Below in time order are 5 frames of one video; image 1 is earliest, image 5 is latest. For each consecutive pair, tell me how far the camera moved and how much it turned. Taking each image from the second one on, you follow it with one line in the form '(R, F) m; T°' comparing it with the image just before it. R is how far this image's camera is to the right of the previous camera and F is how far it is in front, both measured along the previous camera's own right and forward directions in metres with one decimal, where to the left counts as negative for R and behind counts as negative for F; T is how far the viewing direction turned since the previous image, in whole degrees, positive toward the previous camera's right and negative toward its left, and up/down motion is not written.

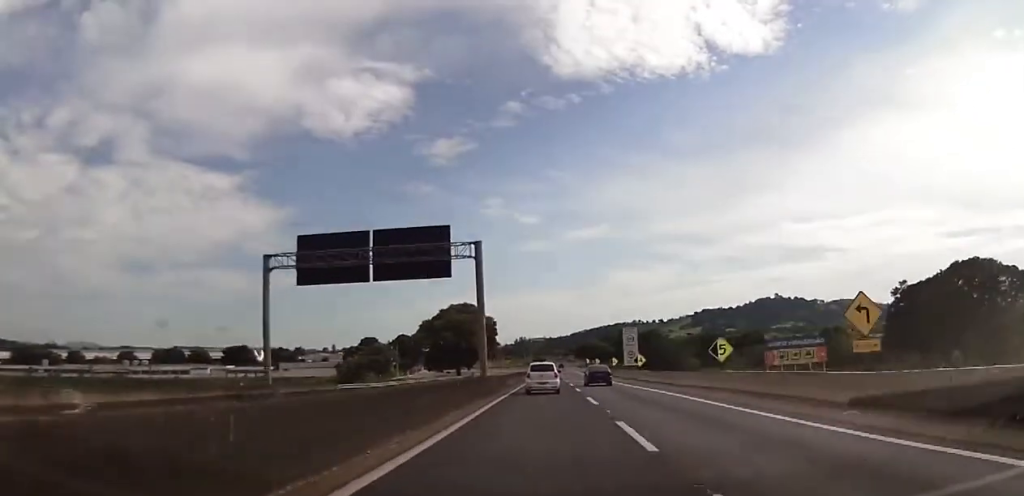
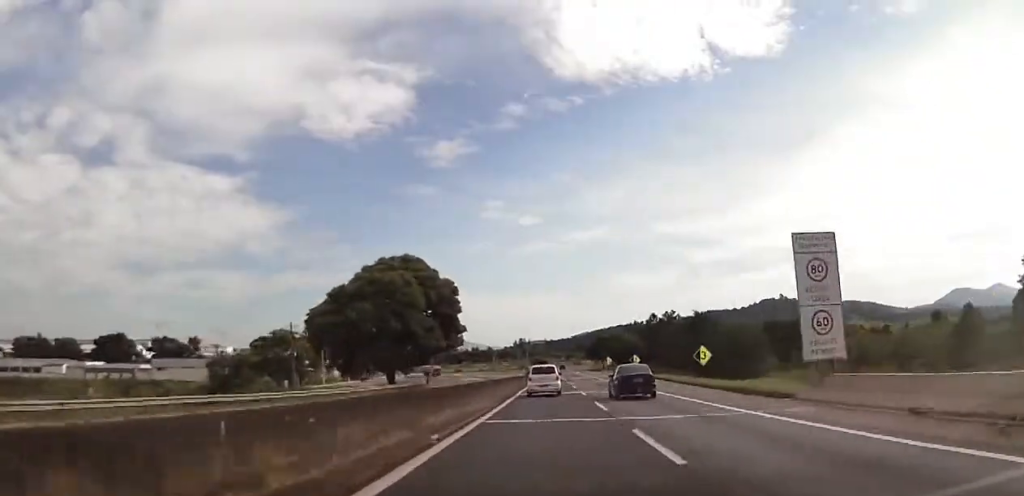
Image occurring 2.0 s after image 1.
(-0.7, +66.8) m; -1°
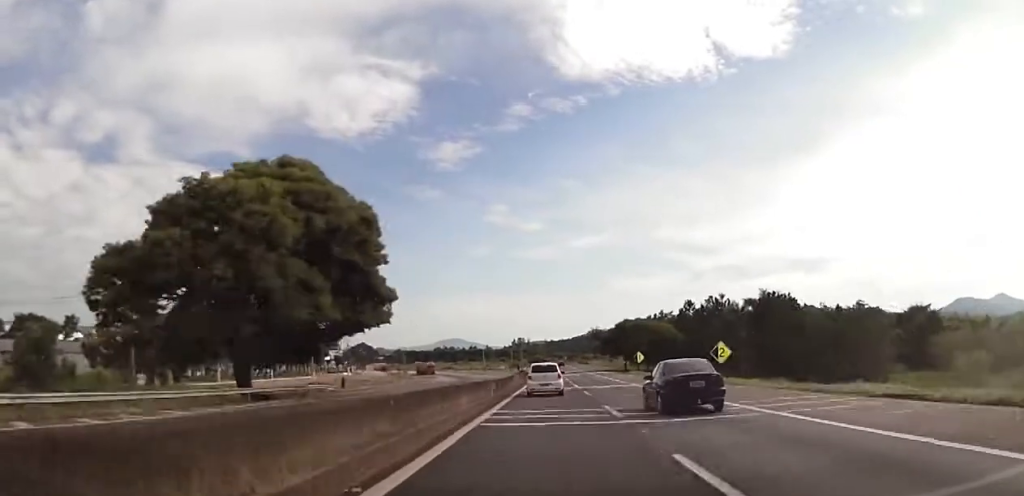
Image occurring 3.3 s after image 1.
(+0.4, +43.7) m; +1°
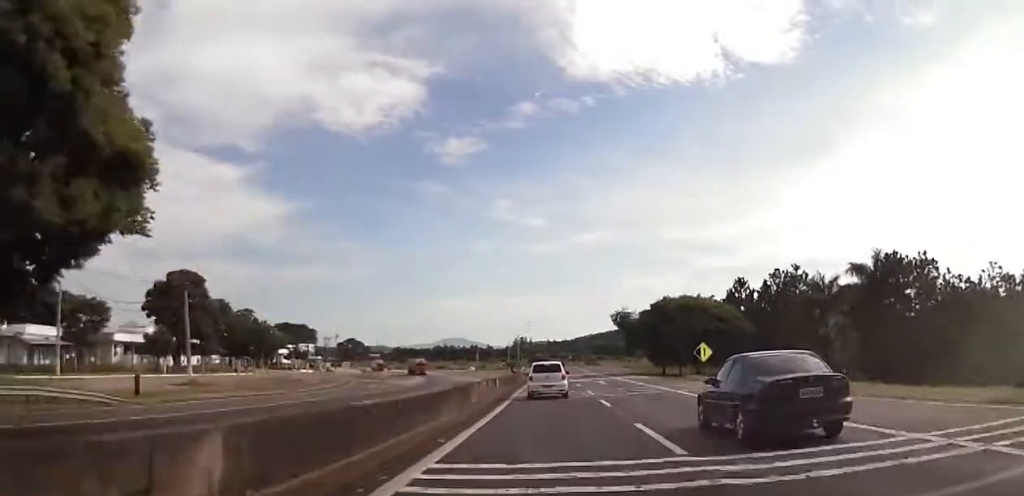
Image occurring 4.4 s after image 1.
(+0.1, +34.1) m; 0°
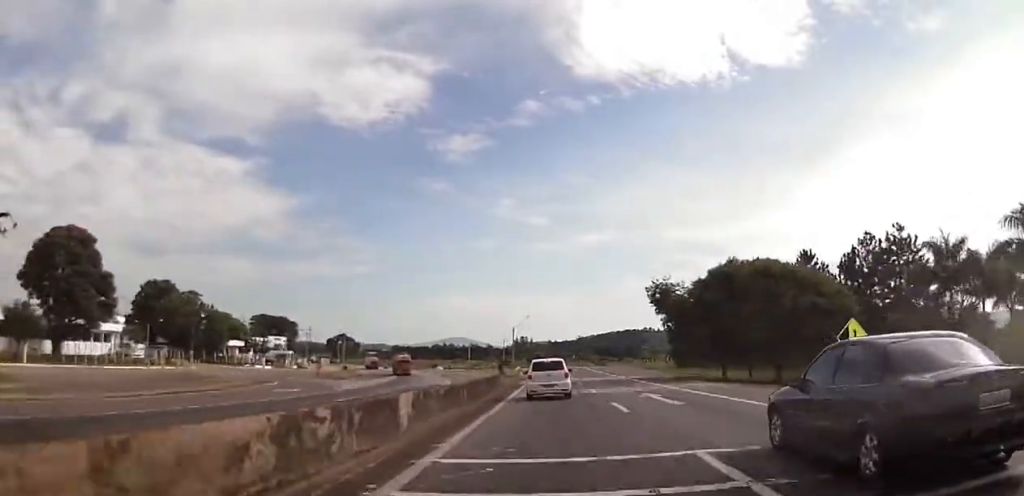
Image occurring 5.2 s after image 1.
(0.0, +25.9) m; 0°
